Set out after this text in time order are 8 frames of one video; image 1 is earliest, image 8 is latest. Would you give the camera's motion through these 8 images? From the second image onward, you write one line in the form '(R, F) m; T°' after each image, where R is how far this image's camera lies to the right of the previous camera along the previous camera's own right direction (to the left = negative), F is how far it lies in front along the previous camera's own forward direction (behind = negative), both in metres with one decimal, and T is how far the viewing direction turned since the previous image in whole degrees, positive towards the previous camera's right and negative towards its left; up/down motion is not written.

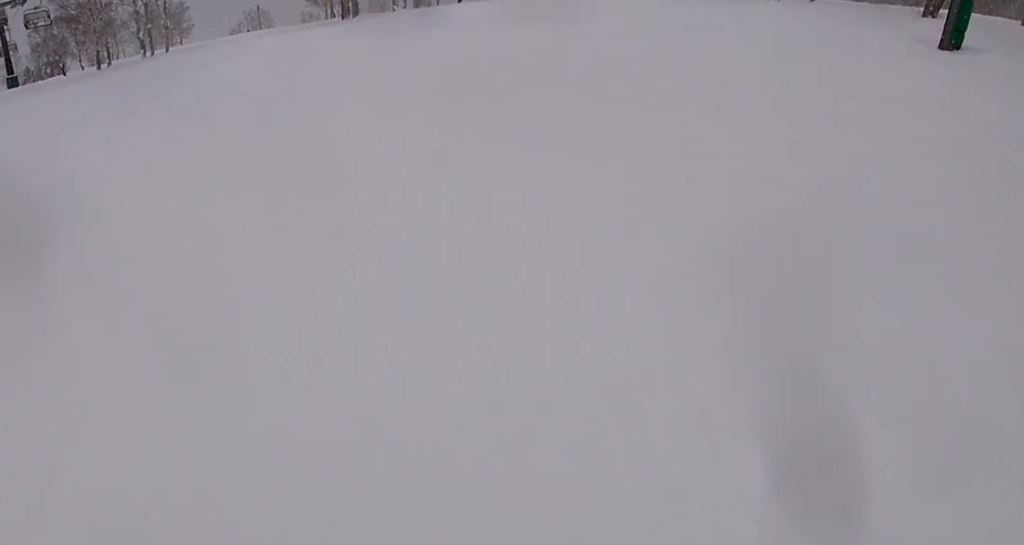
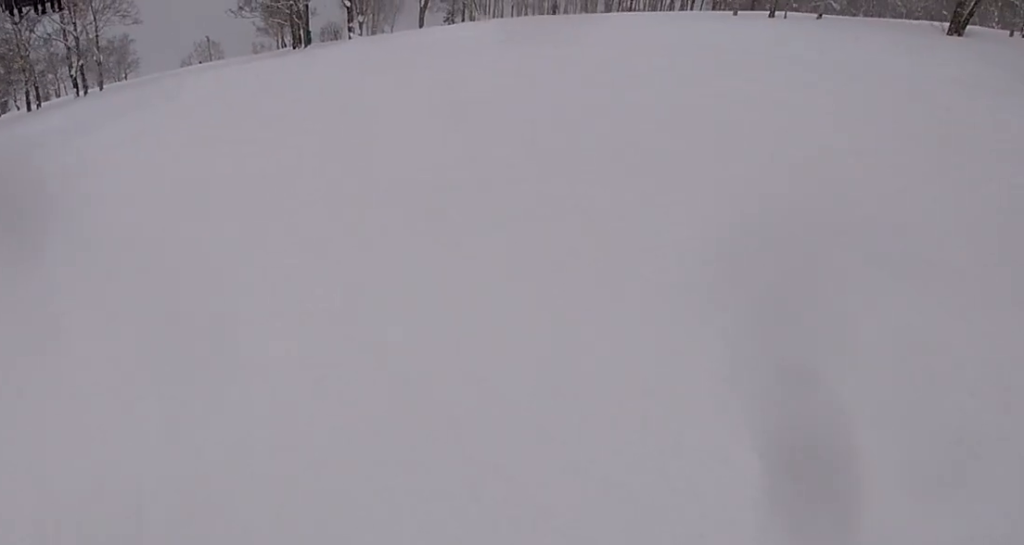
(+0.1, +5.5) m; -4°
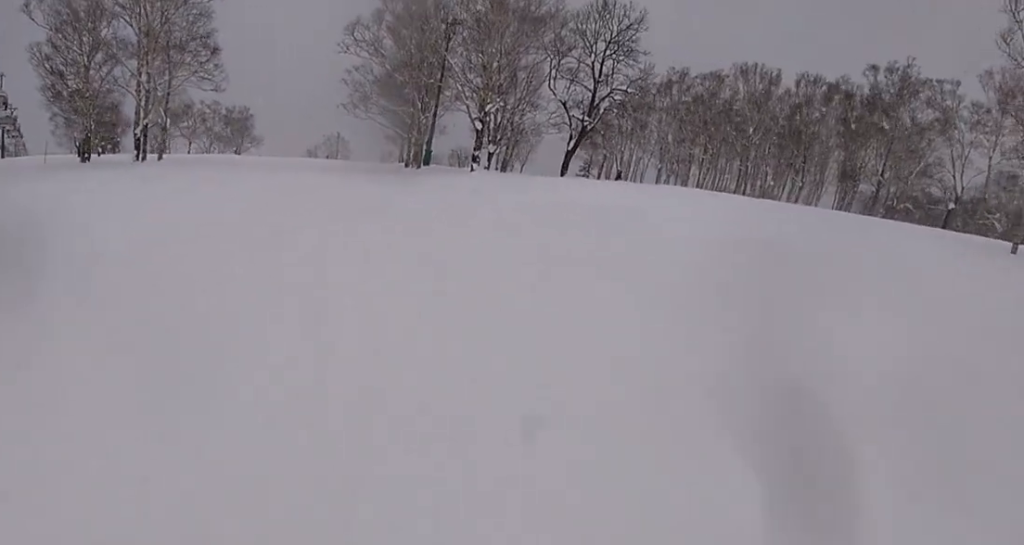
(-2.0, +13.7) m; -8°
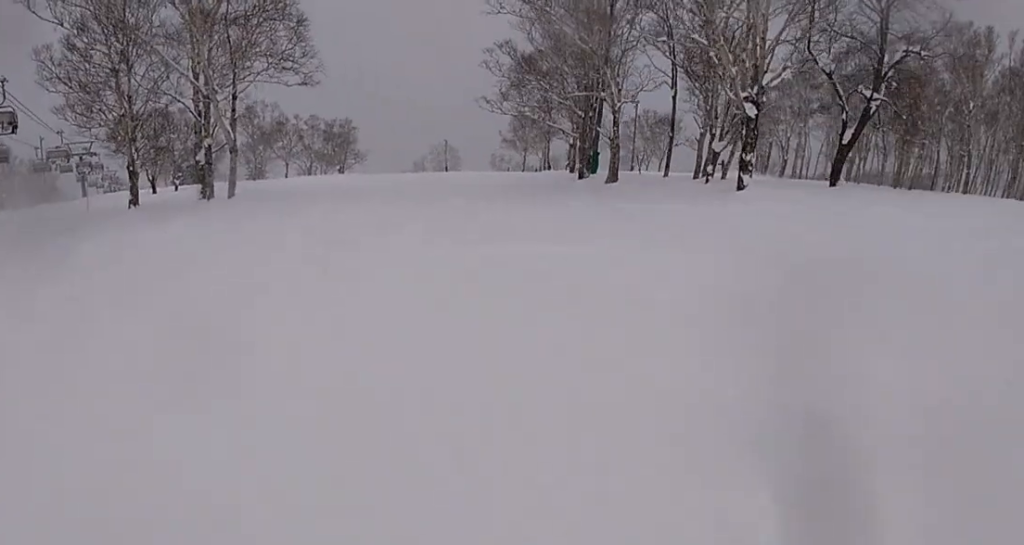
(-2.1, +15.7) m; -23°
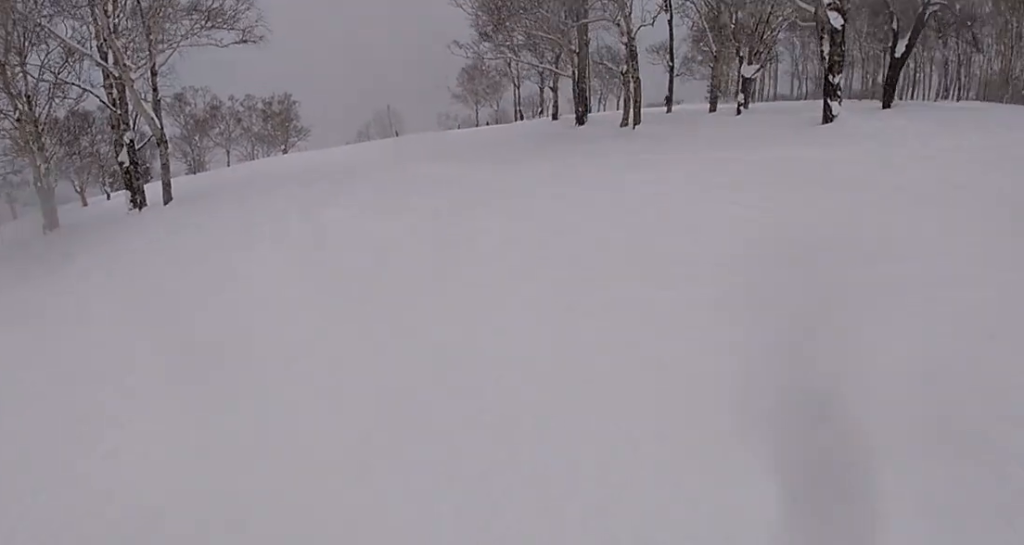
(-0.6, +6.2) m; +9°
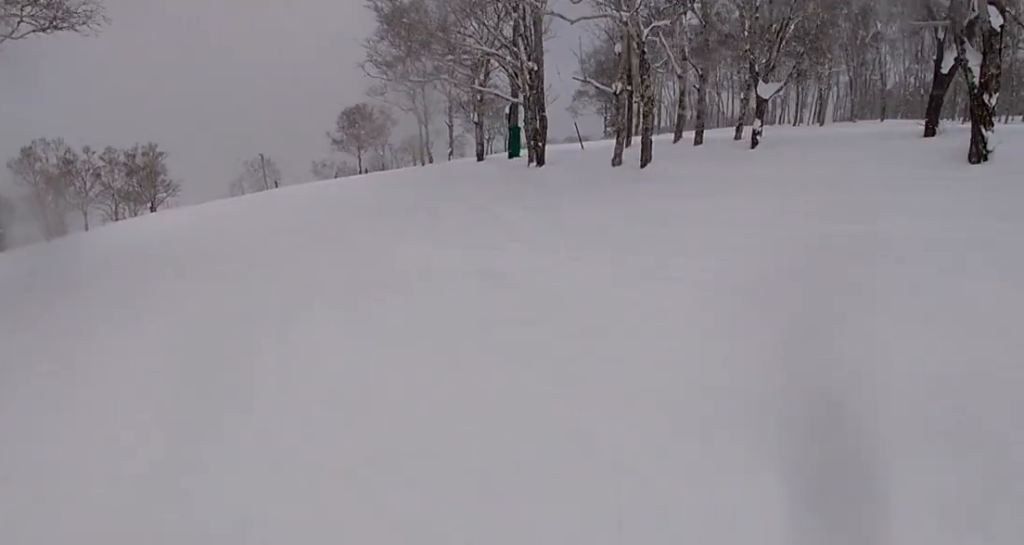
(+2.2, +8.1) m; +21°
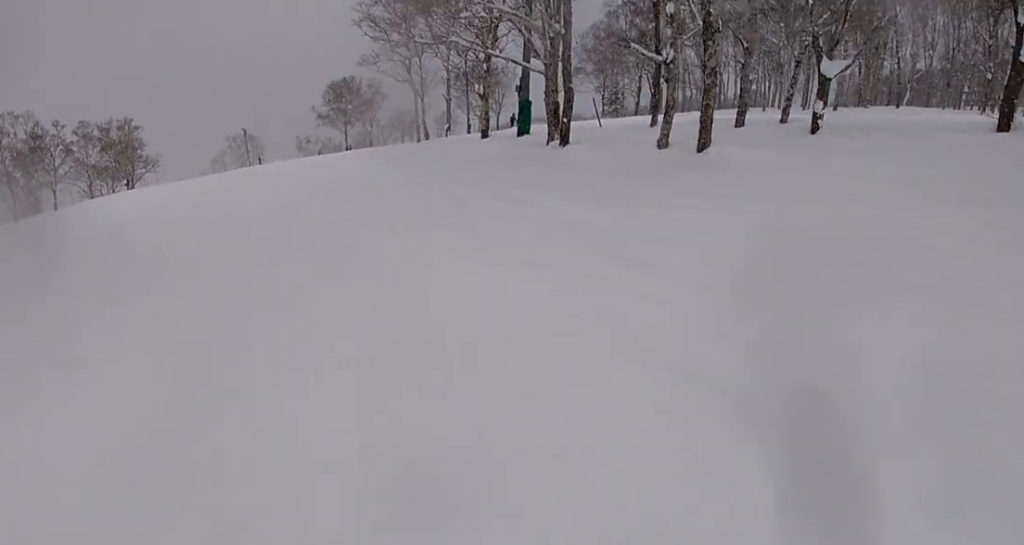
(+0.2, +3.3) m; +2°
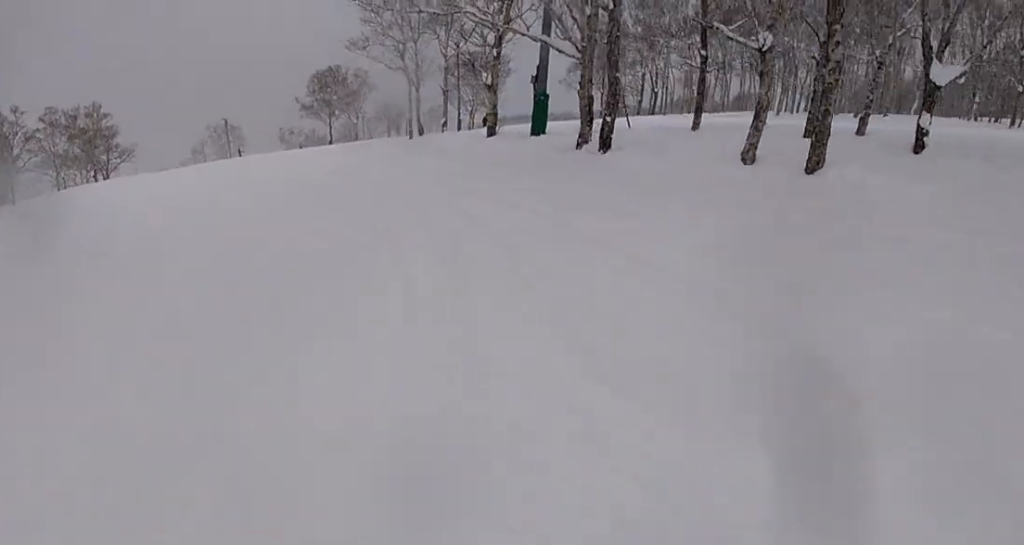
(+0.1, +4.6) m; +2°
